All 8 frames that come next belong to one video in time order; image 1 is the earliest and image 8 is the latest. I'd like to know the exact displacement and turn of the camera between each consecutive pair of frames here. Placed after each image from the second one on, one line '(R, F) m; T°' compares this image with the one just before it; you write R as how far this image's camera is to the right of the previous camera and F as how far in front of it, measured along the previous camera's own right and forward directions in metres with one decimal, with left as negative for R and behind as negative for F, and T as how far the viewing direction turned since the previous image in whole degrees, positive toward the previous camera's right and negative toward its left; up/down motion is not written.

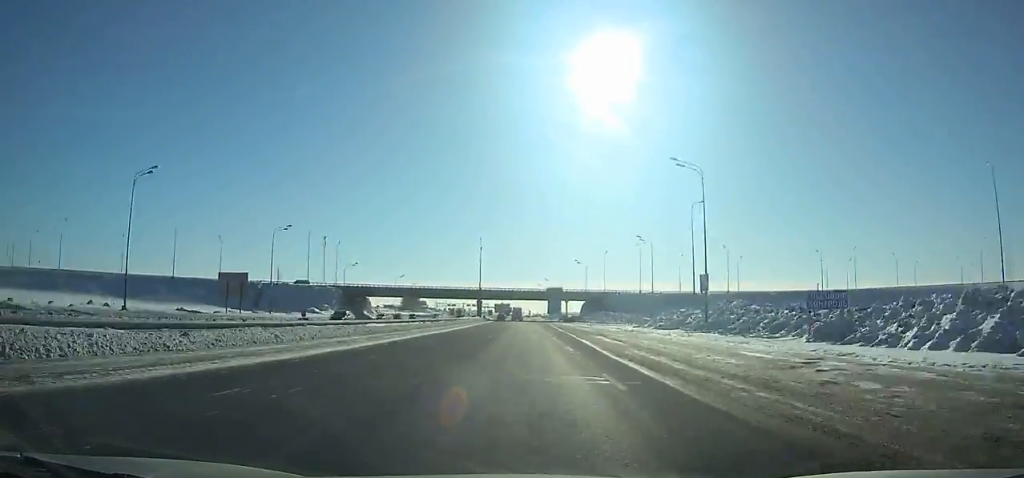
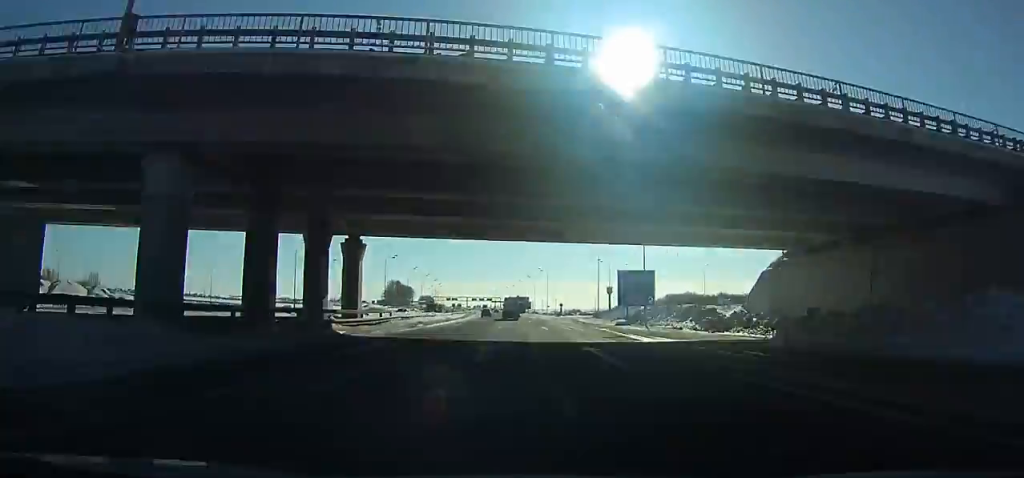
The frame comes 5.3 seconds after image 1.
(-2.1, +130.9) m; -2°
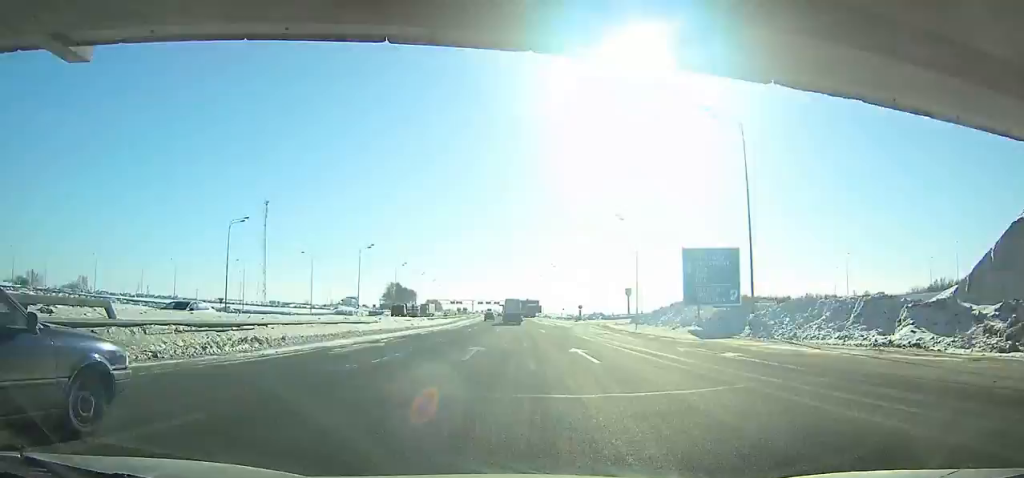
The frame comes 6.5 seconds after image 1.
(-0.3, +28.6) m; -1°
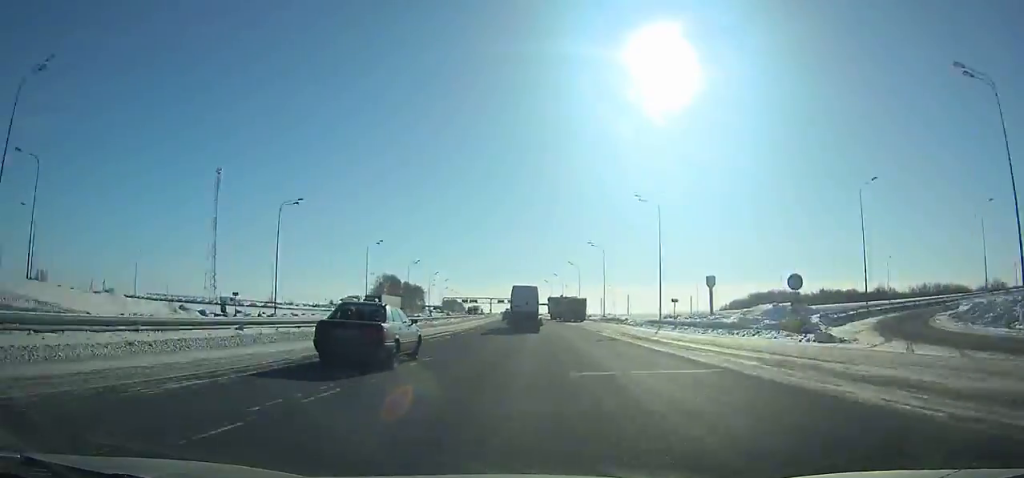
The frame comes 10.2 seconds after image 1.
(-1.7, +87.1) m; -3°
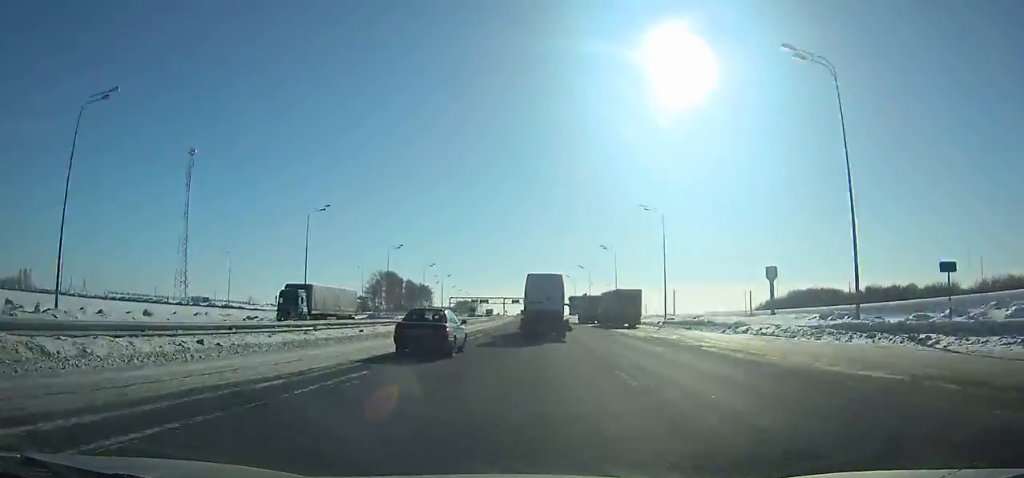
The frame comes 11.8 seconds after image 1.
(-0.4, +37.1) m; -1°
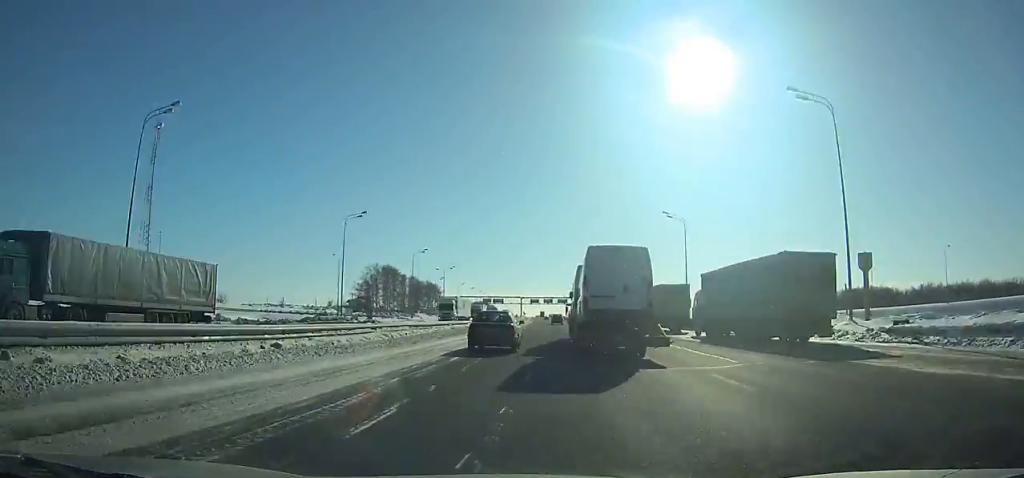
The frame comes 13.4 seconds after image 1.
(-0.6, +36.9) m; -1°
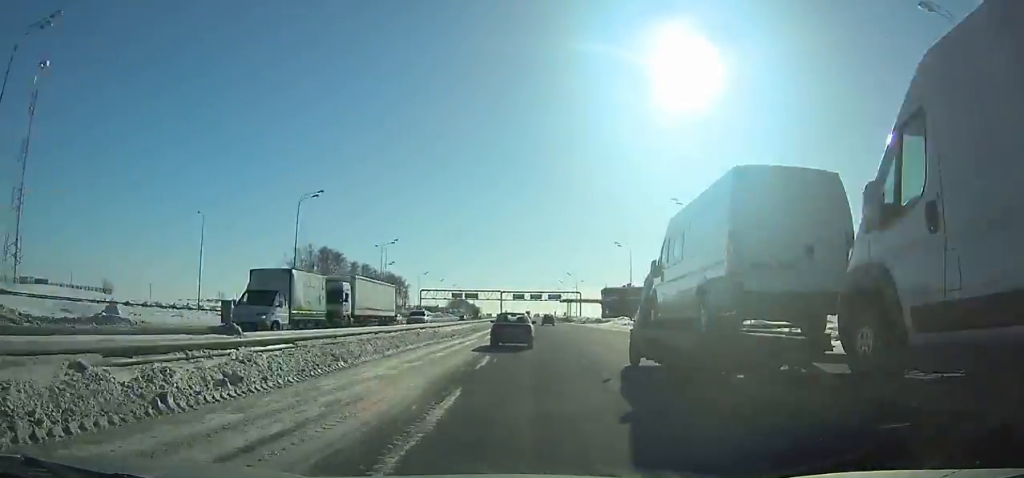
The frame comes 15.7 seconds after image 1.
(-0.1, +53.4) m; 0°
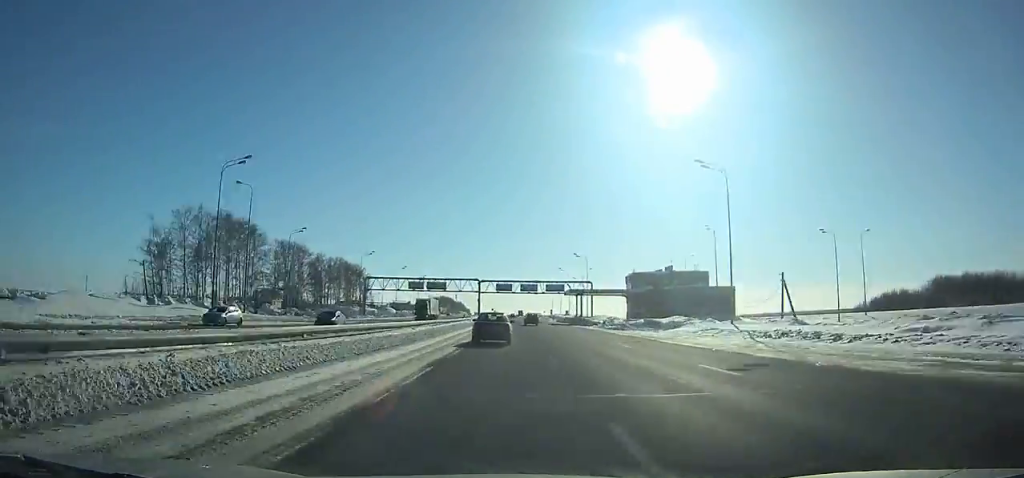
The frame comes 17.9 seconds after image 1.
(+0.1, +51.5) m; 0°
